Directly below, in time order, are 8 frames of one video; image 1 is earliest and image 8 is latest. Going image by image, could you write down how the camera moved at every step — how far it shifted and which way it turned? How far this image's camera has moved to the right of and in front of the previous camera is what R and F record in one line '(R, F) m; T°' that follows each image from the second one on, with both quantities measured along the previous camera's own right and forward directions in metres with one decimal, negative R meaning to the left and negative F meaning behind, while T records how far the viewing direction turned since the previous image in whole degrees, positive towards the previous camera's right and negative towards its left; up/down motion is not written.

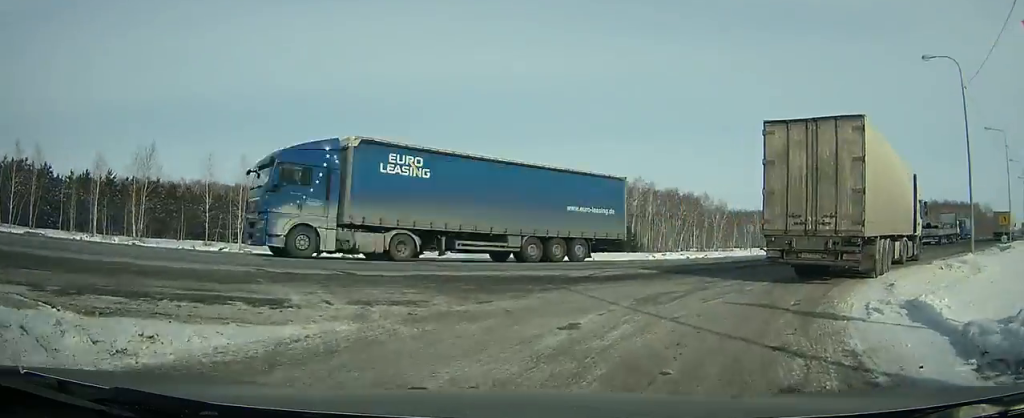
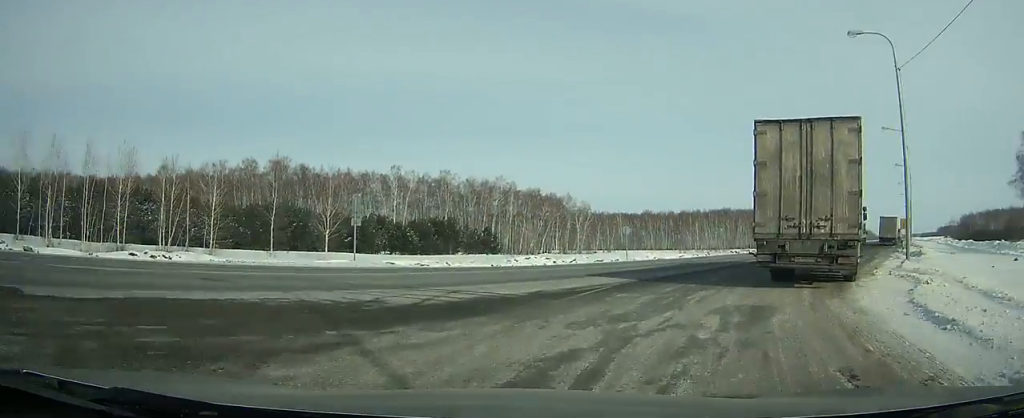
(+0.1, +6.3) m; +10°
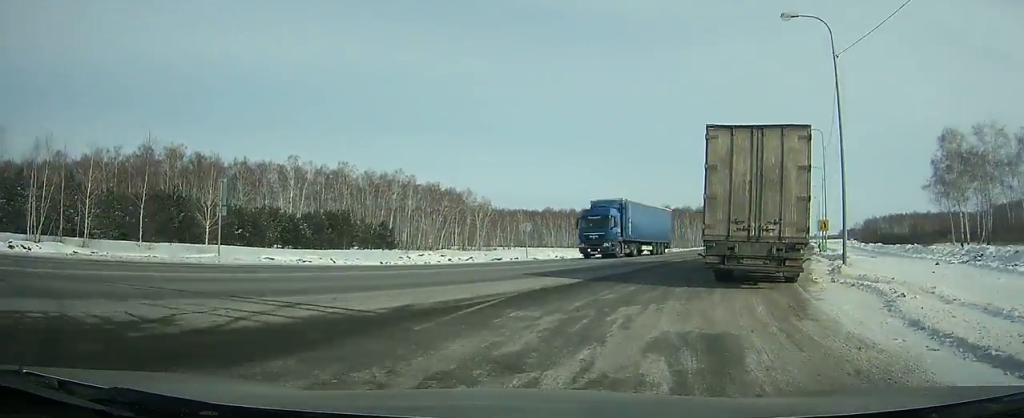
(+0.4, +4.3) m; +8°
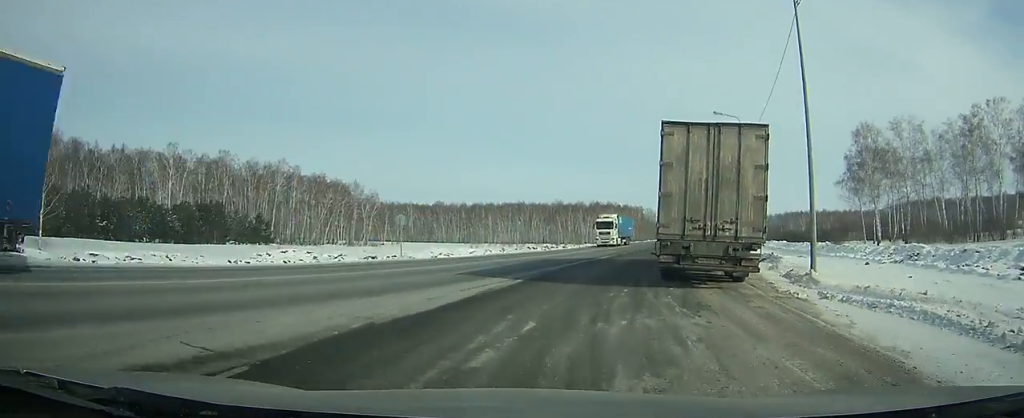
(+0.5, +7.3) m; +10°
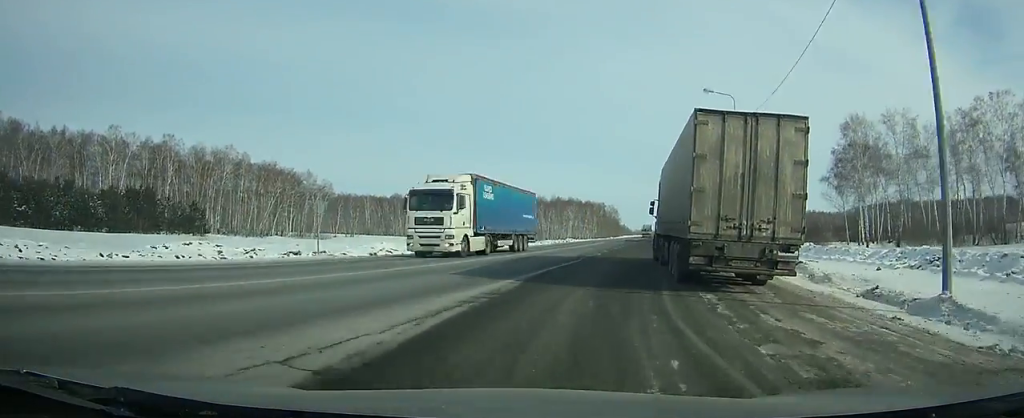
(+0.9, +8.8) m; +5°
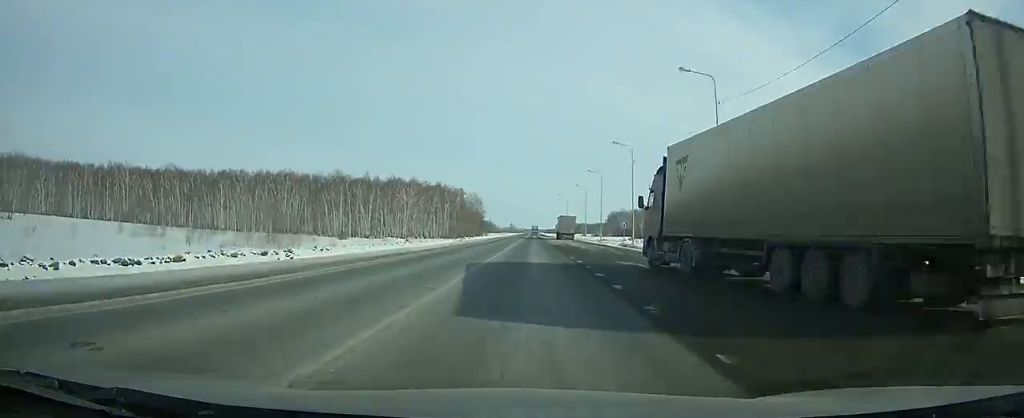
(+14.1, +93.2) m; +11°
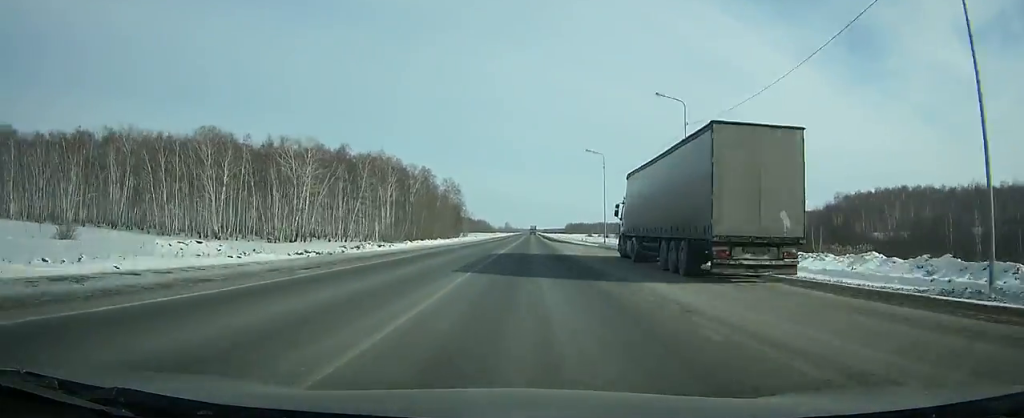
(+0.6, +81.0) m; 0°
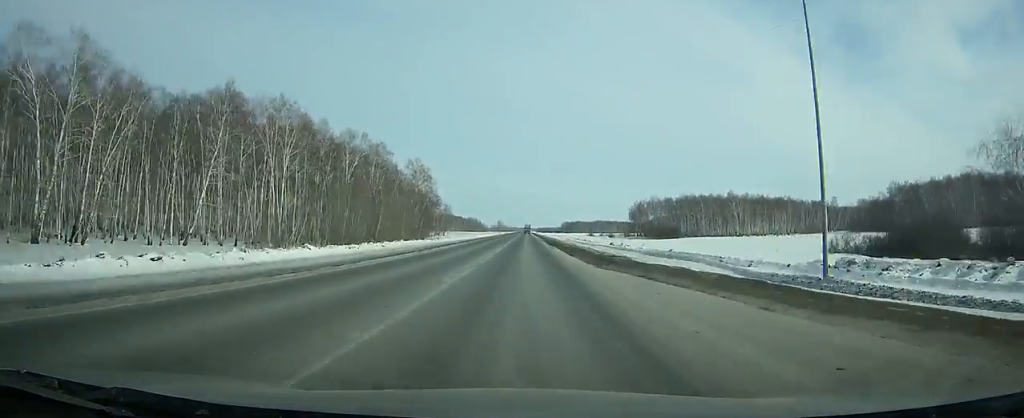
(0.0, +55.9) m; 0°
